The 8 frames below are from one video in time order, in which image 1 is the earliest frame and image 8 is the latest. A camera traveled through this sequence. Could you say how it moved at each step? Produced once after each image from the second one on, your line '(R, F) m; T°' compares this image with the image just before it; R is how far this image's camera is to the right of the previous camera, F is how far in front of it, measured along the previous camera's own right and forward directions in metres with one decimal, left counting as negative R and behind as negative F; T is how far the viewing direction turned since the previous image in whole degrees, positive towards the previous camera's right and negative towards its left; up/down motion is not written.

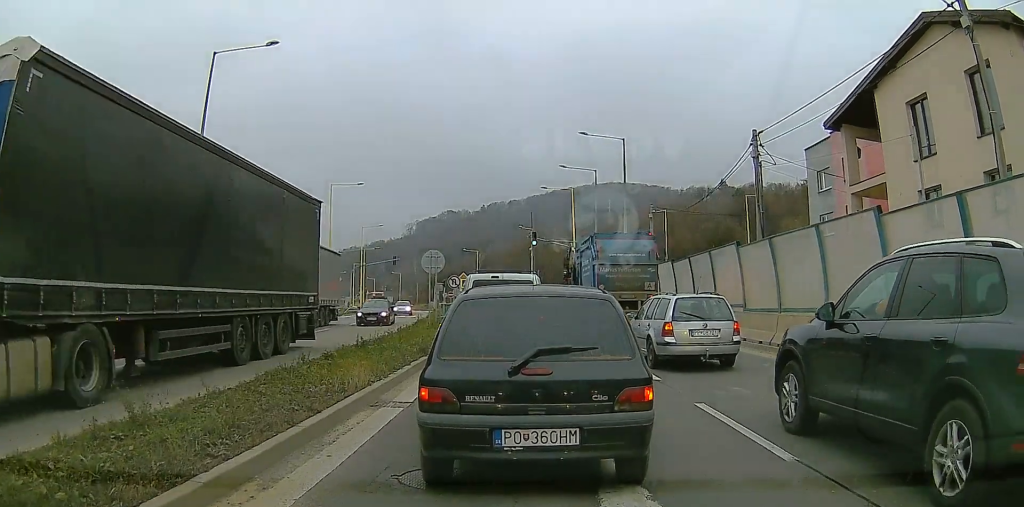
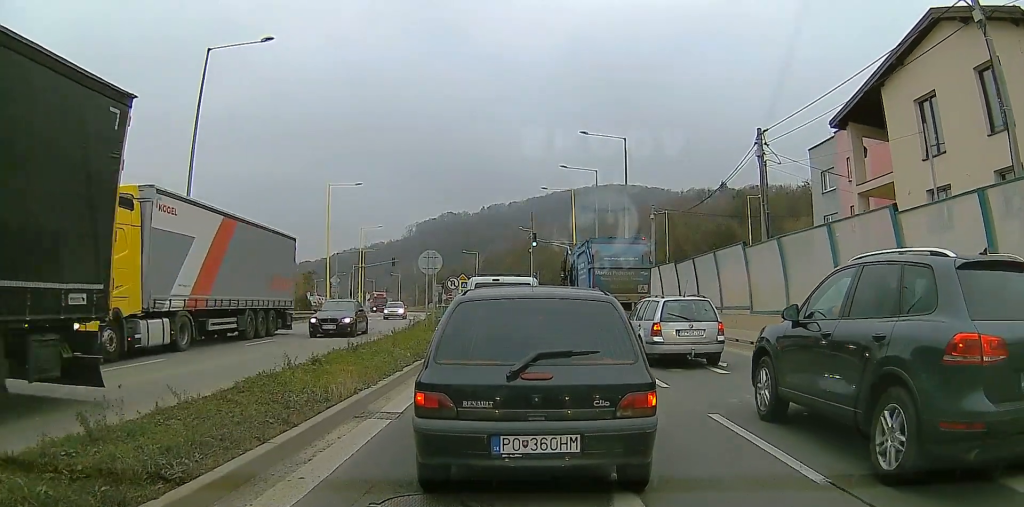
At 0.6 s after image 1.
(0.0, +1.8) m; 0°
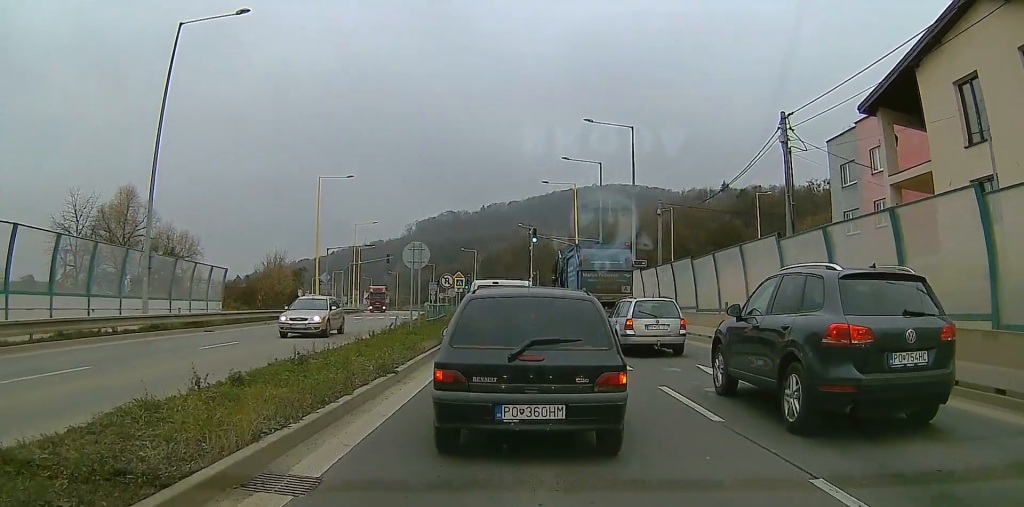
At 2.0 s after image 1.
(0.0, +4.8) m; 0°
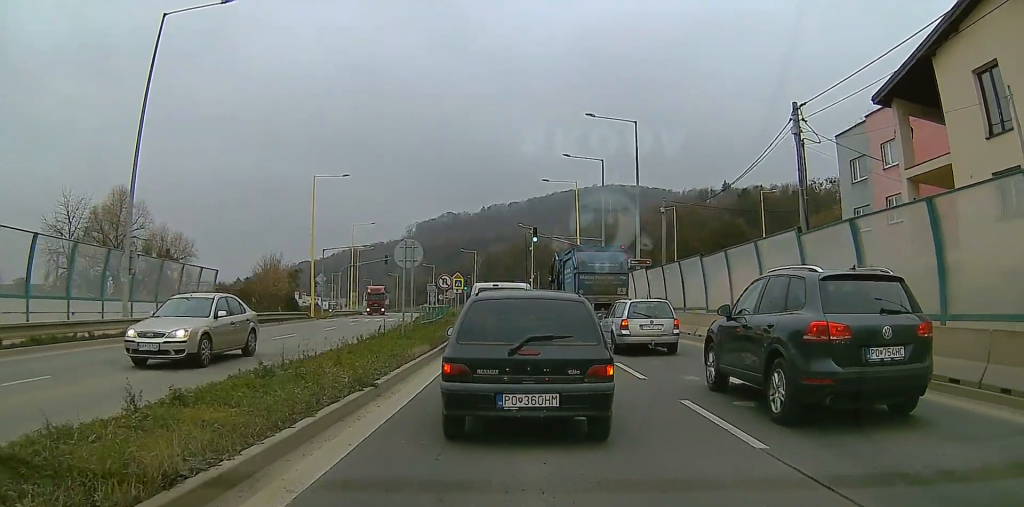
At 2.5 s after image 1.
(0.0, +1.5) m; 0°
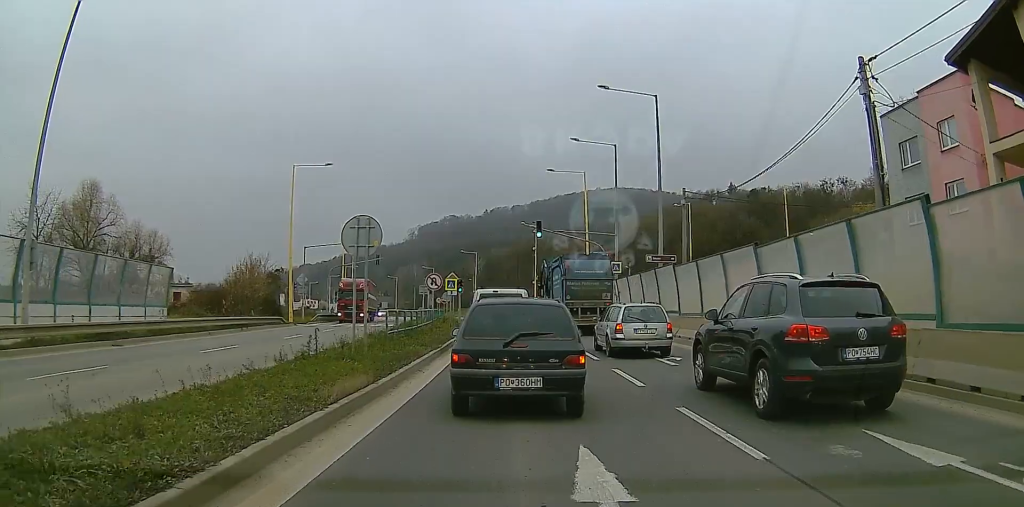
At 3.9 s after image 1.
(0.0, +4.8) m; 0°
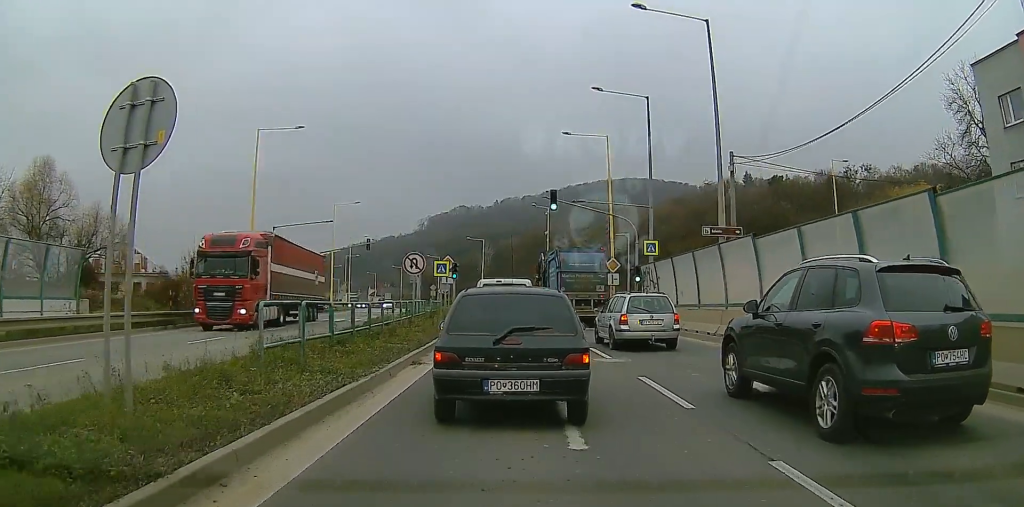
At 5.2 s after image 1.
(0.0, +6.6) m; 0°
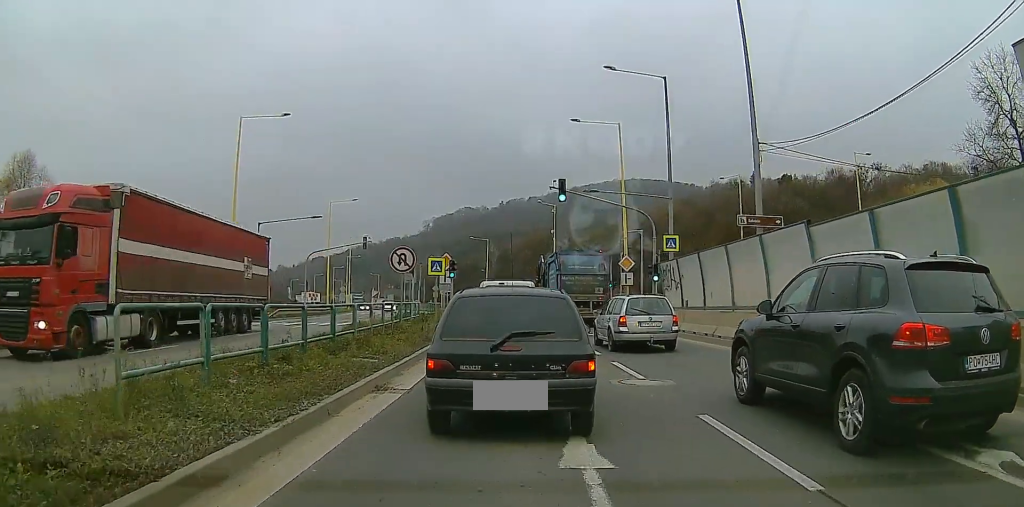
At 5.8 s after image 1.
(0.0, +3.1) m; 0°
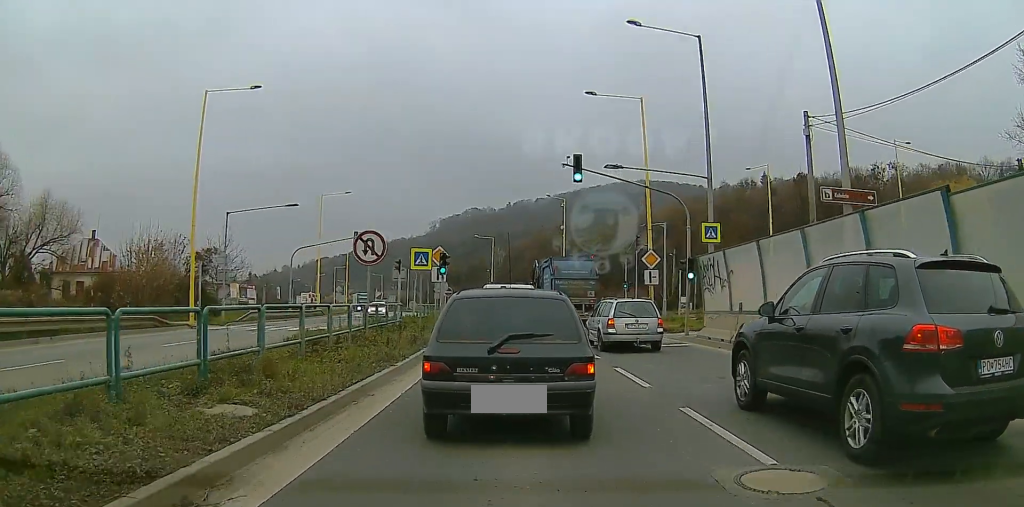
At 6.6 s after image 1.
(0.0, +5.5) m; 0°
